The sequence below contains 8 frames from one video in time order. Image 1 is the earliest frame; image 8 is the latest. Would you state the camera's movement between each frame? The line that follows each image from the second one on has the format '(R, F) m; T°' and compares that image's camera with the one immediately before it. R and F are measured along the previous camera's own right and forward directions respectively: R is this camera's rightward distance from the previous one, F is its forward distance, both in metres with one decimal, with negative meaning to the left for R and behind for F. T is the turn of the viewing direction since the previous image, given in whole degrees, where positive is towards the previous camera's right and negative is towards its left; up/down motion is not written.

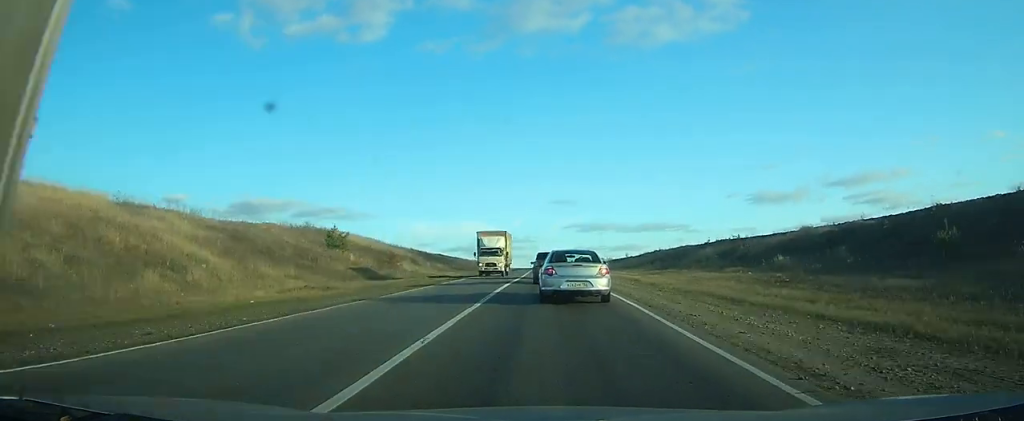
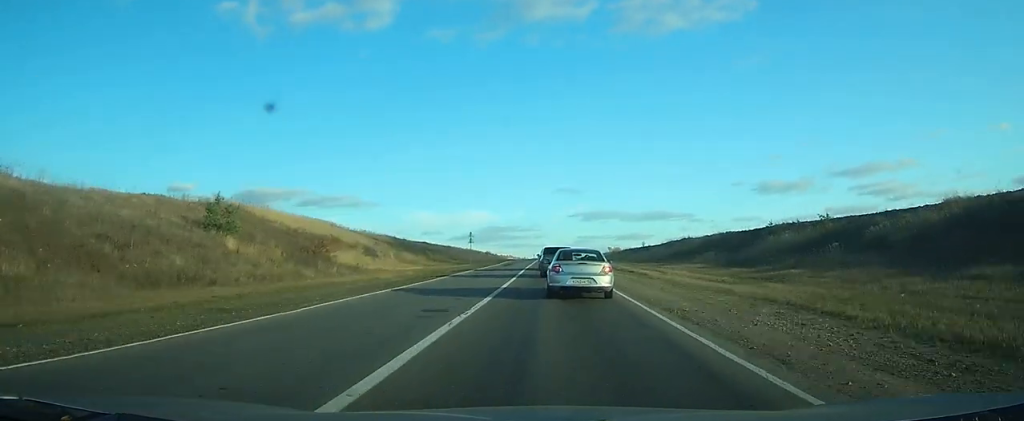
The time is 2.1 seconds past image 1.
(0.0, +24.4) m; 0°
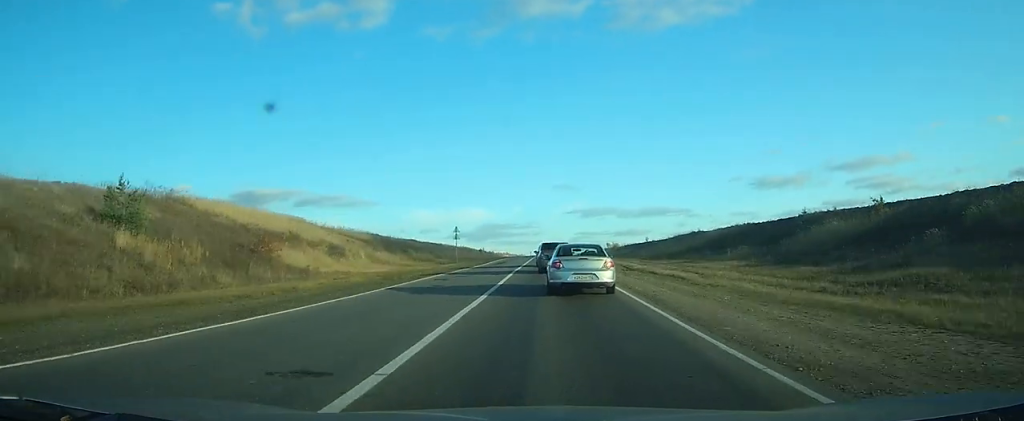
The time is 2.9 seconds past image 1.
(0.0, +9.9) m; 0°
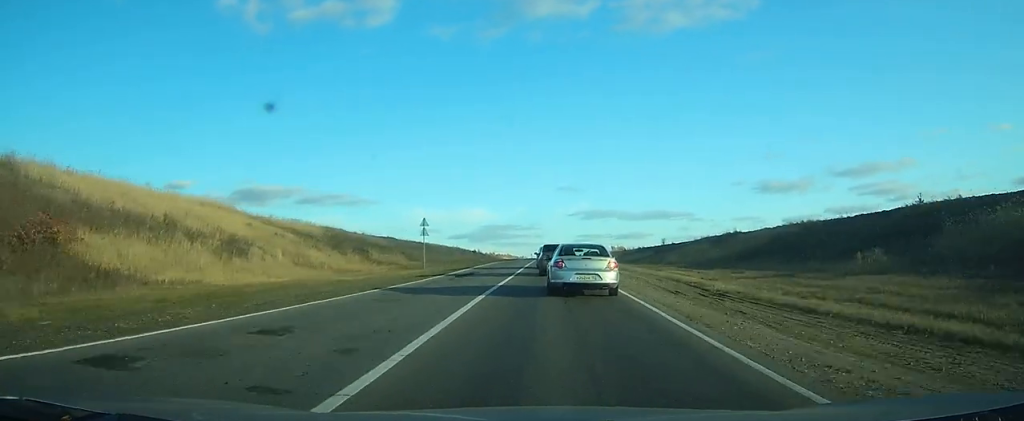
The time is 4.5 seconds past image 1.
(+0.1, +19.6) m; 0°
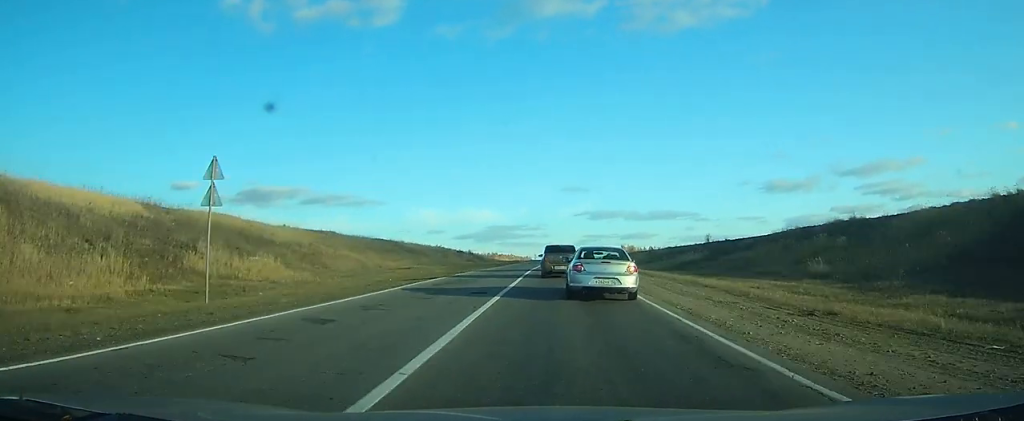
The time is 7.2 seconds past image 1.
(-0.1, +33.6) m; 0°
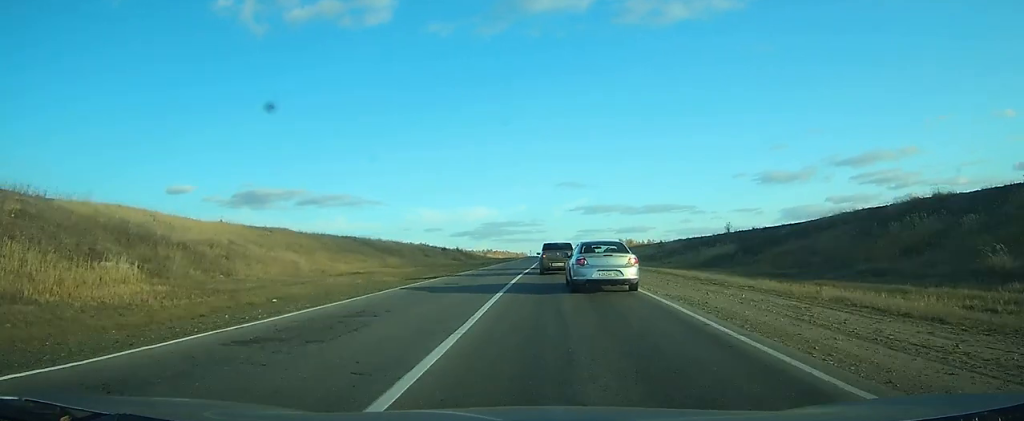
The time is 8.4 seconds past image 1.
(-0.2, +14.1) m; 0°
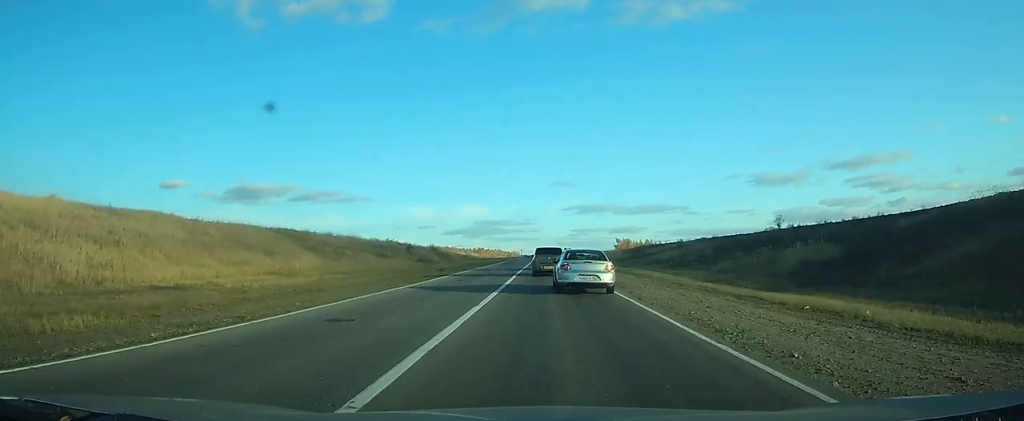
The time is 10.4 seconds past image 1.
(+0.3, +22.5) m; +1°
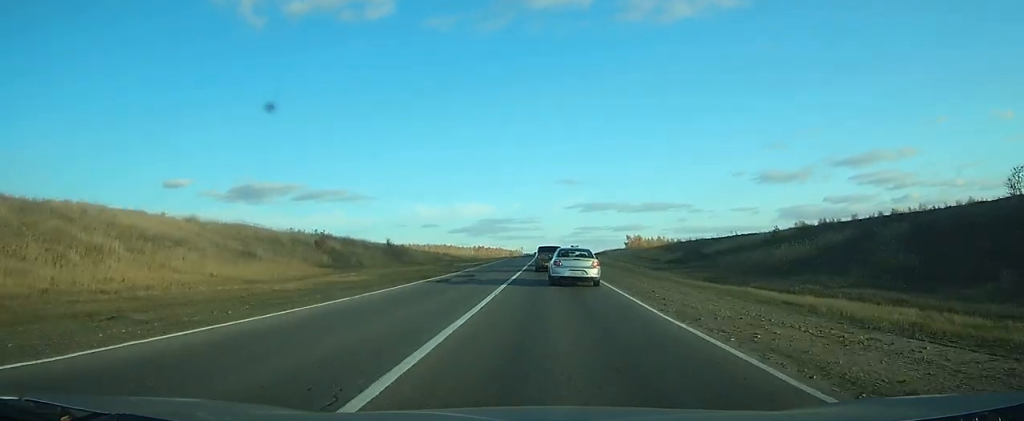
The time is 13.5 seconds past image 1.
(+0.2, +37.6) m; 0°
